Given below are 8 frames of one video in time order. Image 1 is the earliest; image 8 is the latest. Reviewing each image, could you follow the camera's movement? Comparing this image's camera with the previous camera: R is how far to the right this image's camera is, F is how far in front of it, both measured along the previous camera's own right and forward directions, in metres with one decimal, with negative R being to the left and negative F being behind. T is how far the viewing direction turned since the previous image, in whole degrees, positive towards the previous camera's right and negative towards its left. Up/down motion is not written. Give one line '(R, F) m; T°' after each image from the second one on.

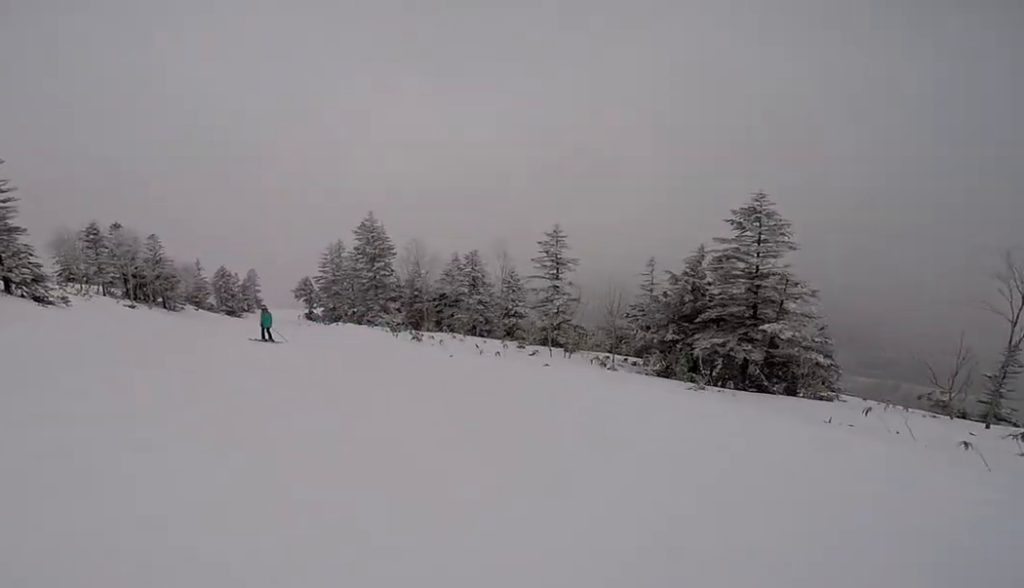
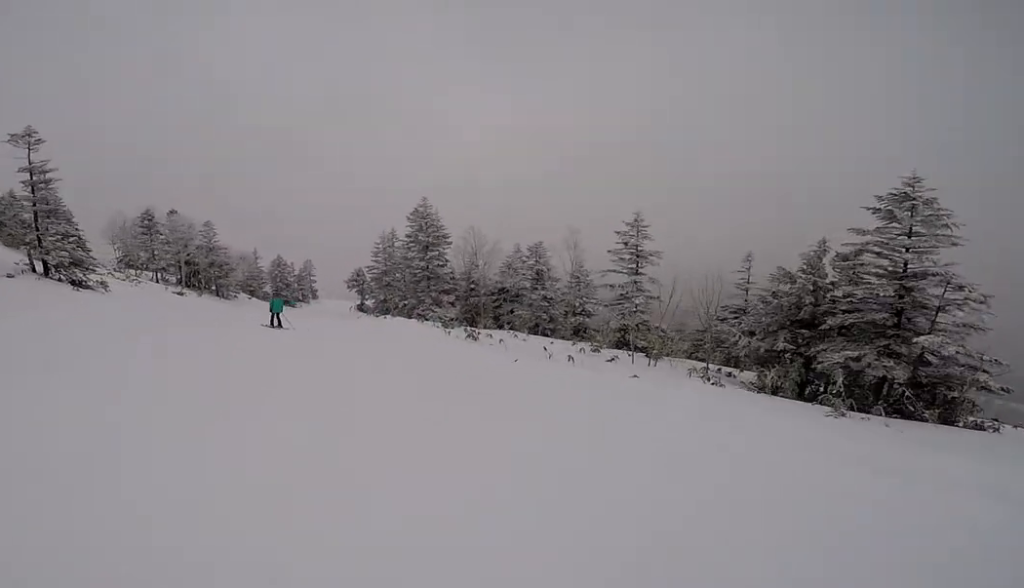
(0.0, +2.4) m; -5°
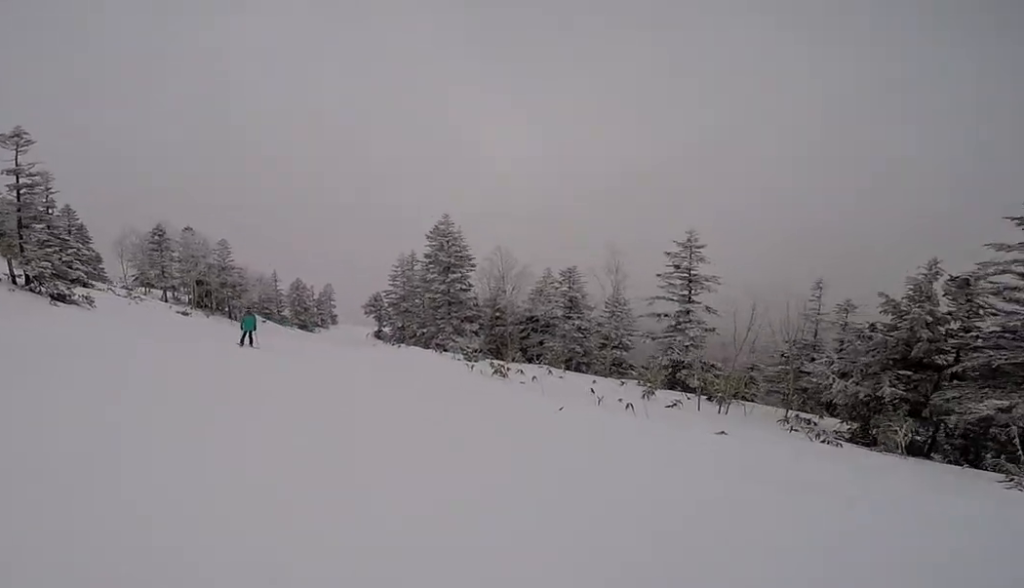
(0.0, +2.7) m; -6°
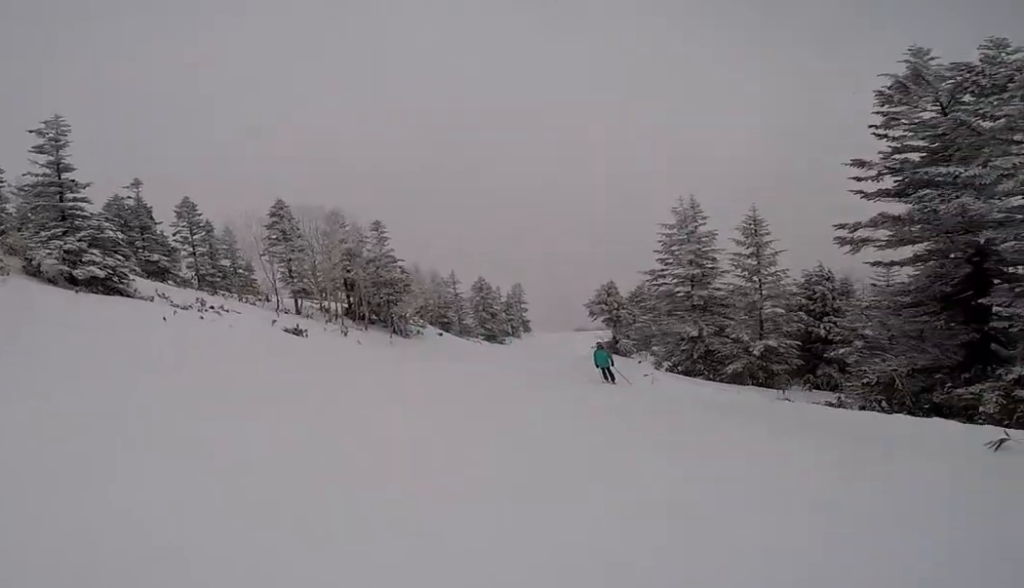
(-3.1, +16.5) m; -8°
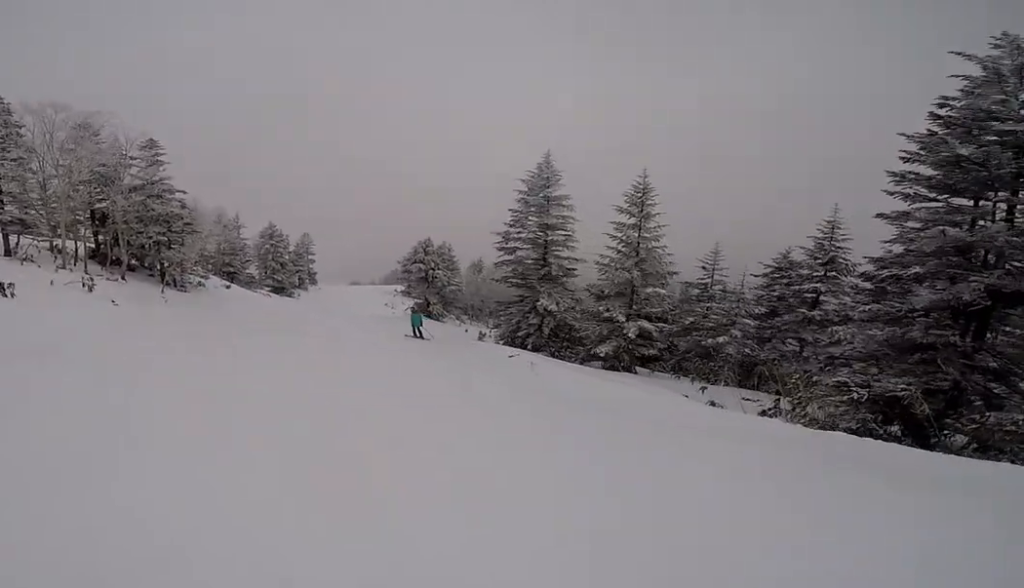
(+0.8, +6.9) m; +15°
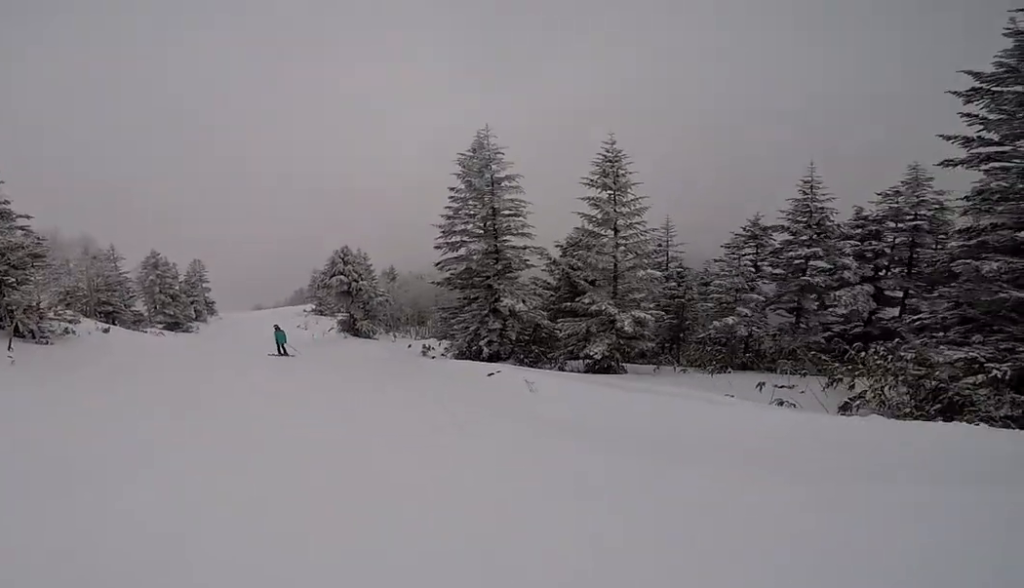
(+0.4, +4.9) m; +8°
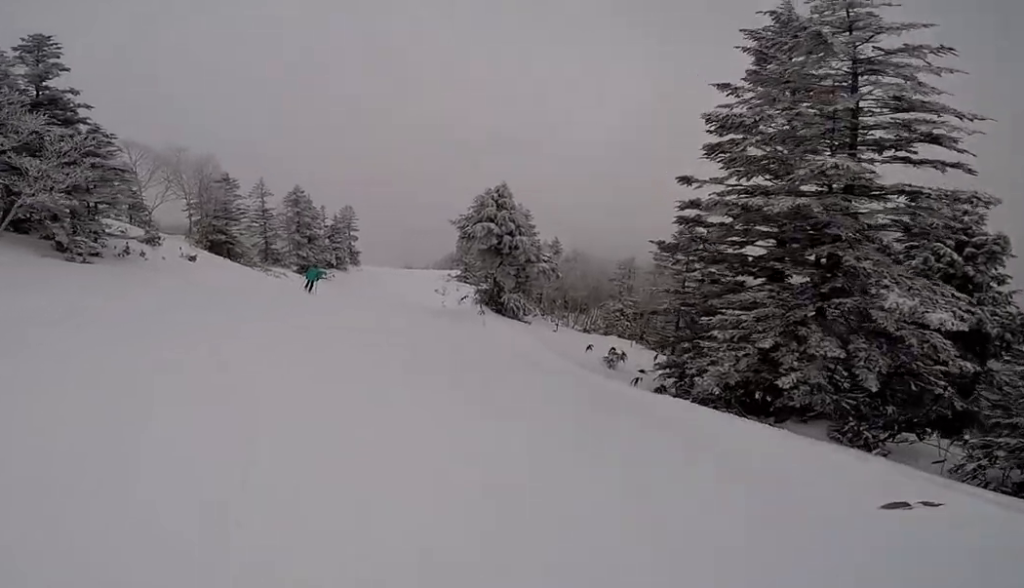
(+0.2, +8.6) m; -7°
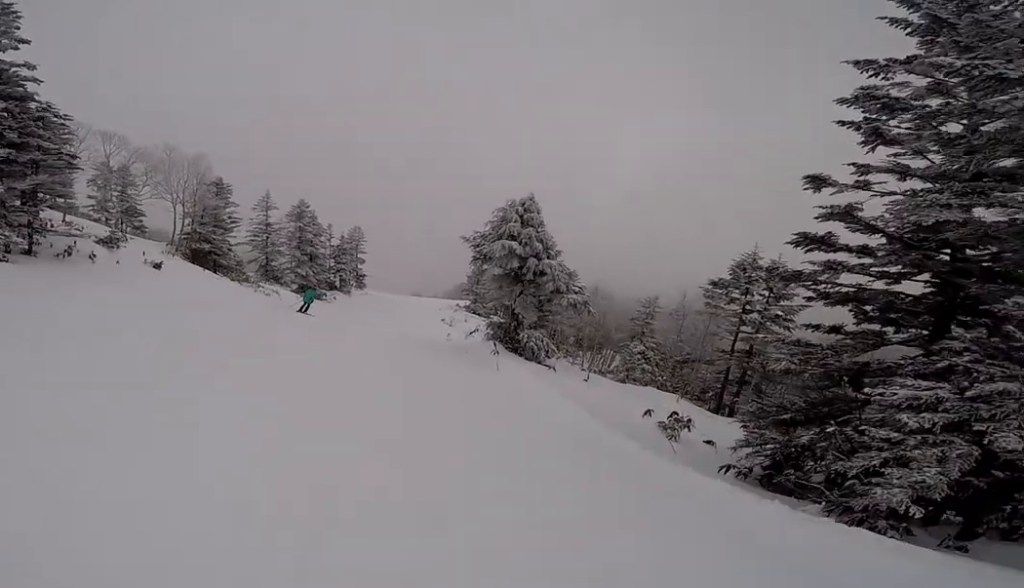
(+0.1, +3.5) m; -7°
